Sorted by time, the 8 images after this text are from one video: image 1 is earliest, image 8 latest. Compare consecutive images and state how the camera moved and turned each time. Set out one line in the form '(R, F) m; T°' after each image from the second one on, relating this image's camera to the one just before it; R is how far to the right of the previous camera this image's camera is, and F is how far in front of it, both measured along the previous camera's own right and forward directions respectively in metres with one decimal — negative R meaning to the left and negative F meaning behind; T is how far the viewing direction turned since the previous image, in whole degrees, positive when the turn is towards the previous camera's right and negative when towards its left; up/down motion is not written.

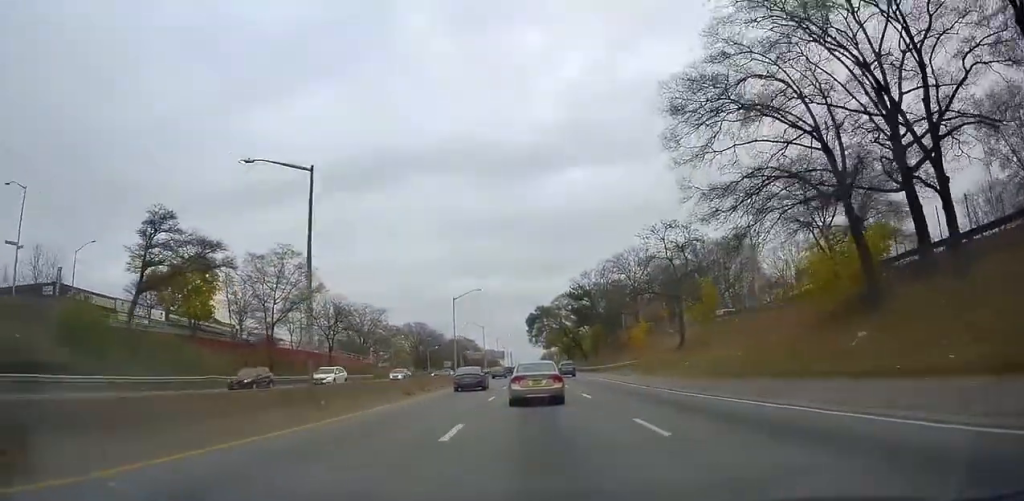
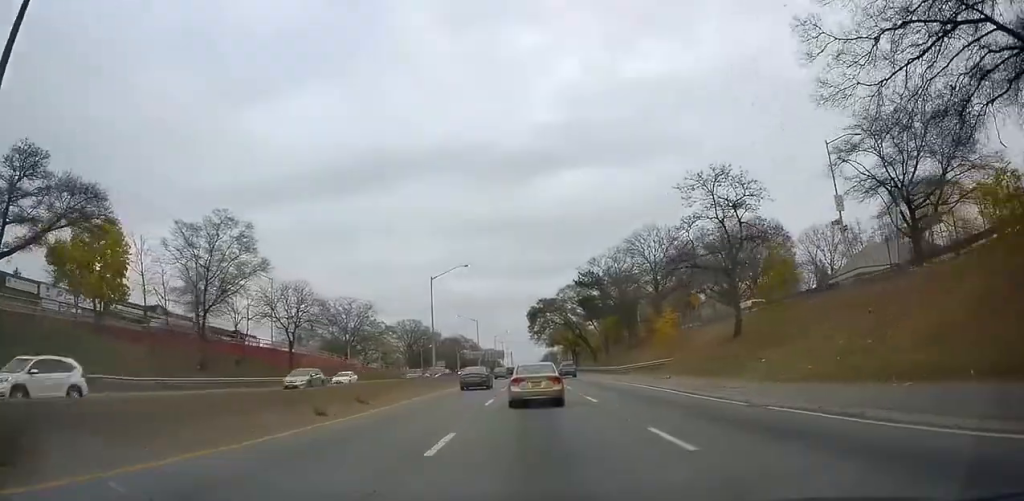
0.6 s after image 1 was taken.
(+0.1, +13.9) m; 0°
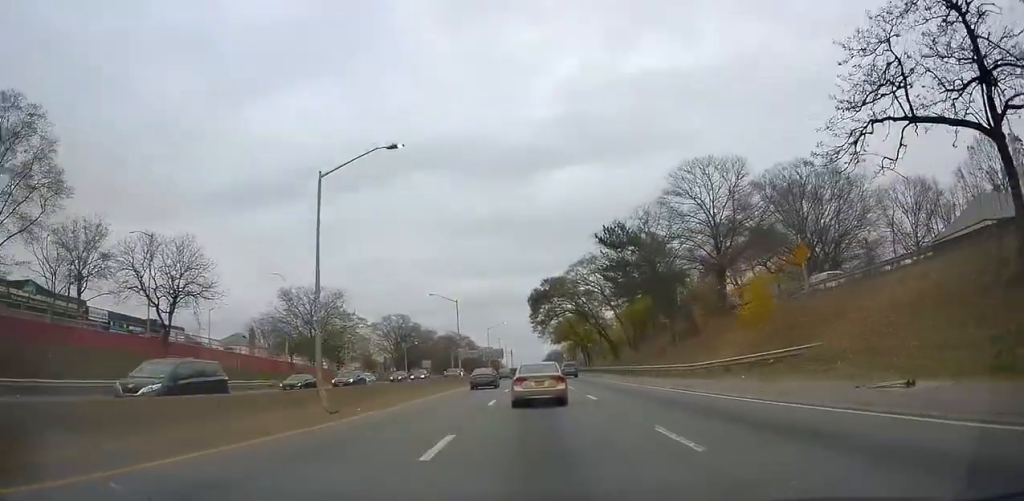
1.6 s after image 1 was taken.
(-0.2, +24.4) m; -1°
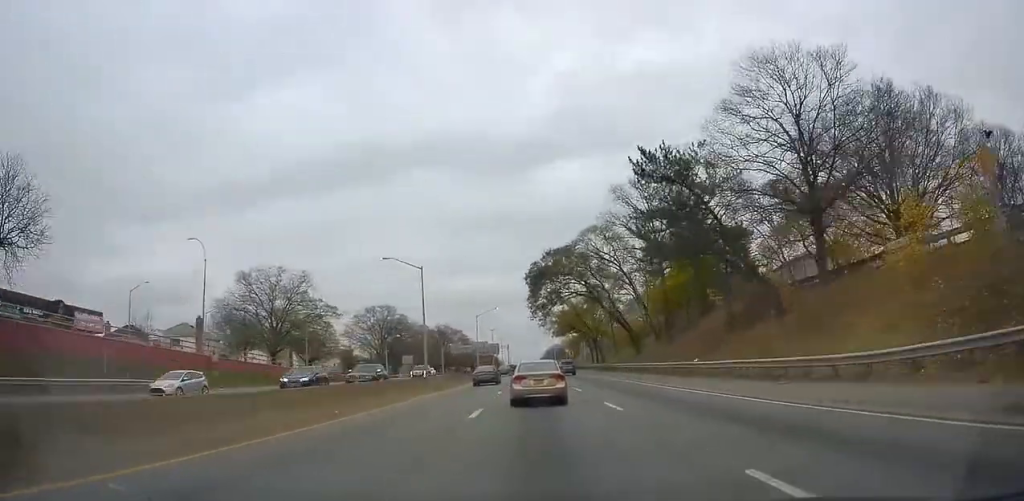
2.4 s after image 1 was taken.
(-0.3, +18.1) m; 0°
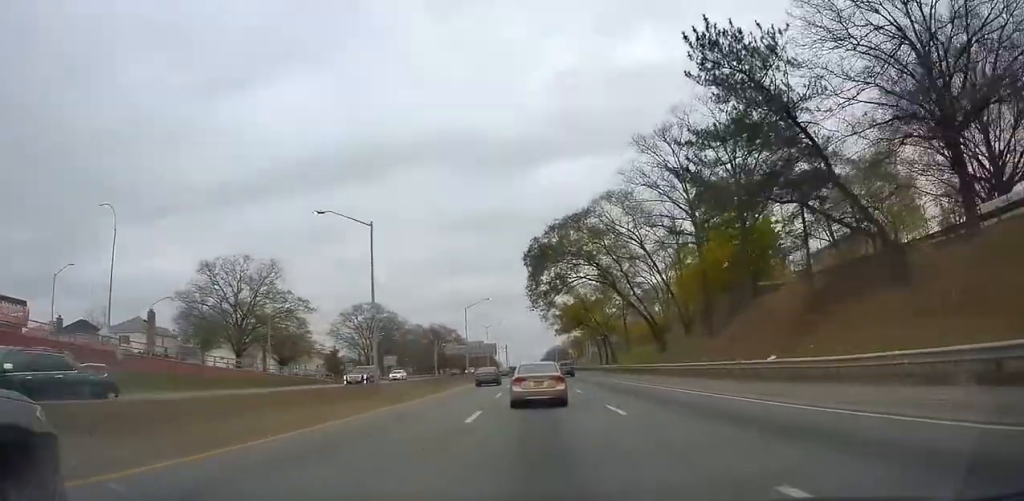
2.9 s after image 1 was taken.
(+0.1, +13.1) m; +1°
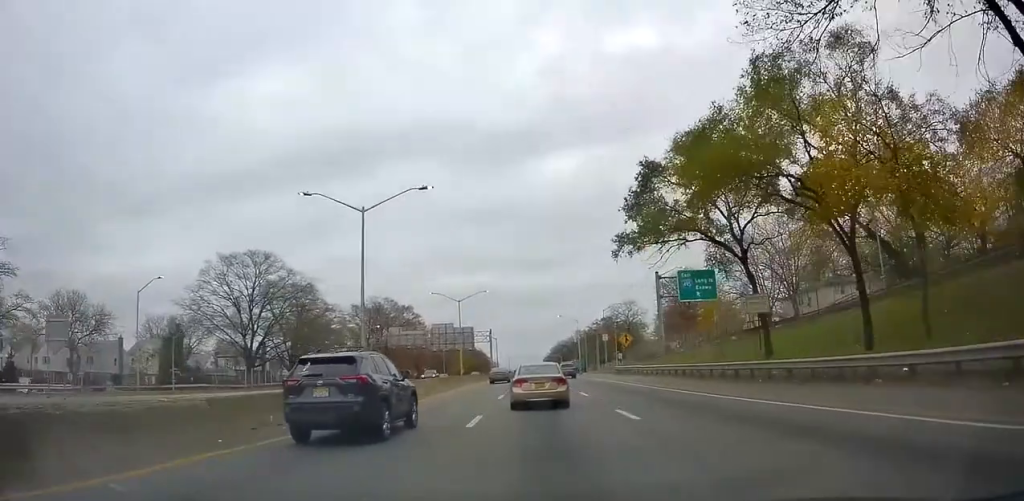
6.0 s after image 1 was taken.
(-0.2, +73.8) m; -1°
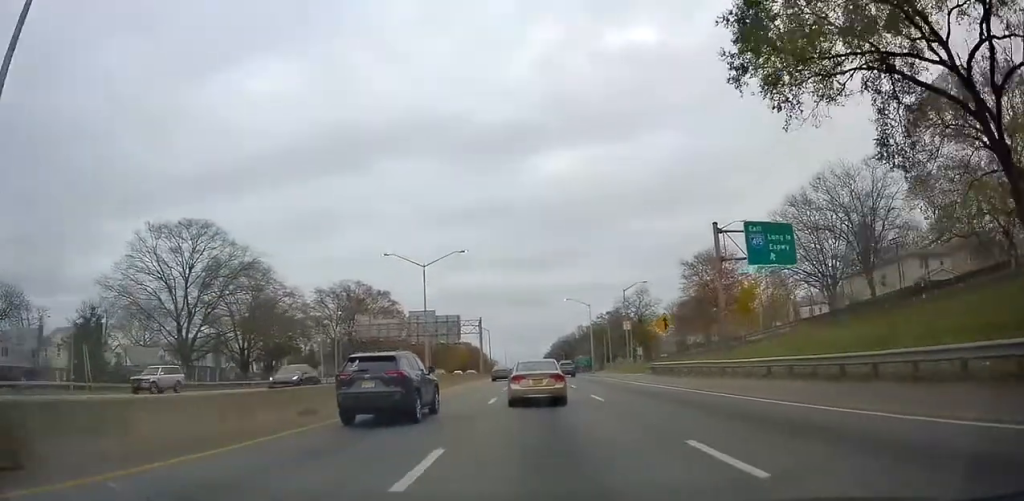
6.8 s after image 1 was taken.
(-0.3, +19.6) m; 0°
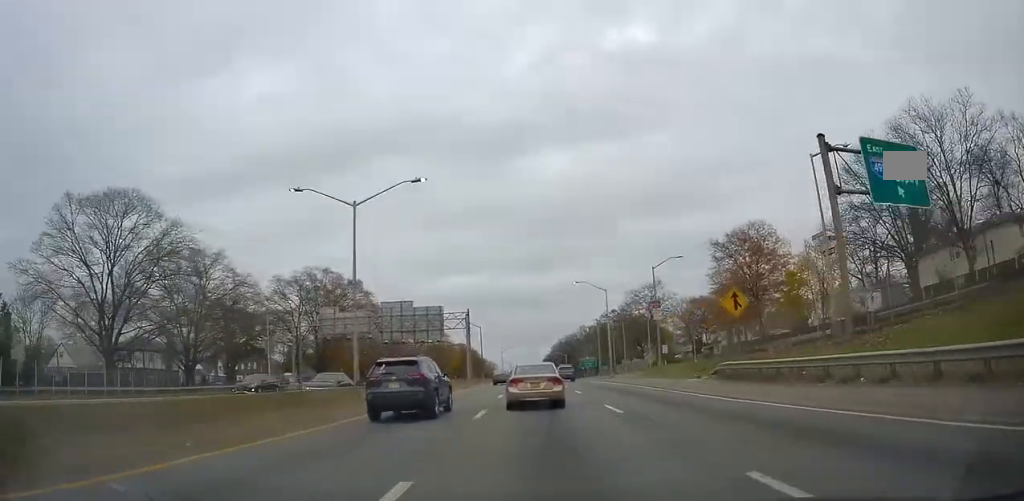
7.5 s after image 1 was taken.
(0.0, +16.2) m; 0°
